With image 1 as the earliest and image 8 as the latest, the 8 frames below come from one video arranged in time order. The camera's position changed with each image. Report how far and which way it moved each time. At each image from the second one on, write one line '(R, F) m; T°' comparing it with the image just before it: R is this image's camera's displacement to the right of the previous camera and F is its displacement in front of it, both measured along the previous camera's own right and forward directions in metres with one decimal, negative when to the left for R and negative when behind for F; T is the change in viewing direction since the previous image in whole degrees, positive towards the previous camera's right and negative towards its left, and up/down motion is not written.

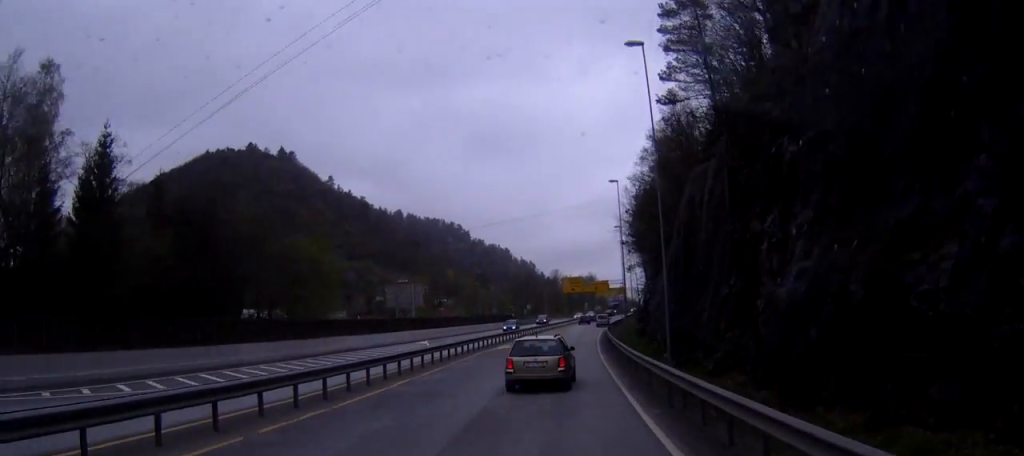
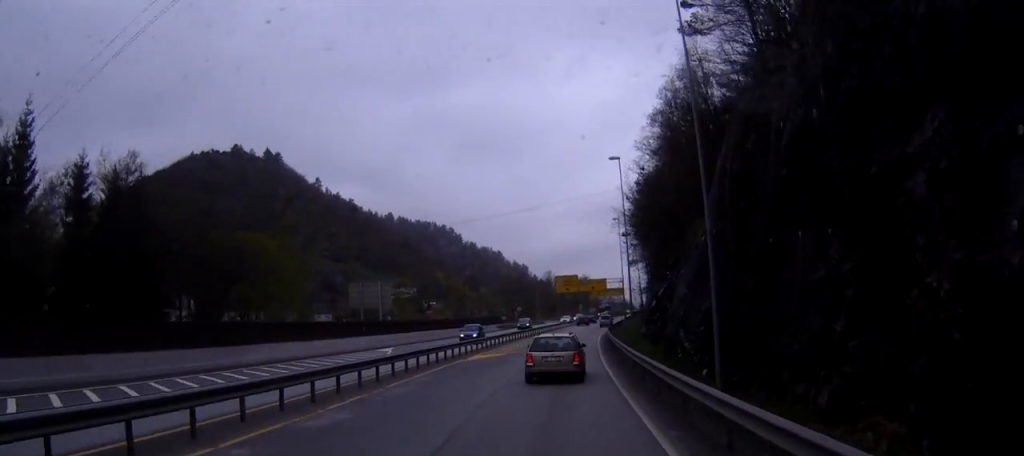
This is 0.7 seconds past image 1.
(0.0, +10.7) m; 0°
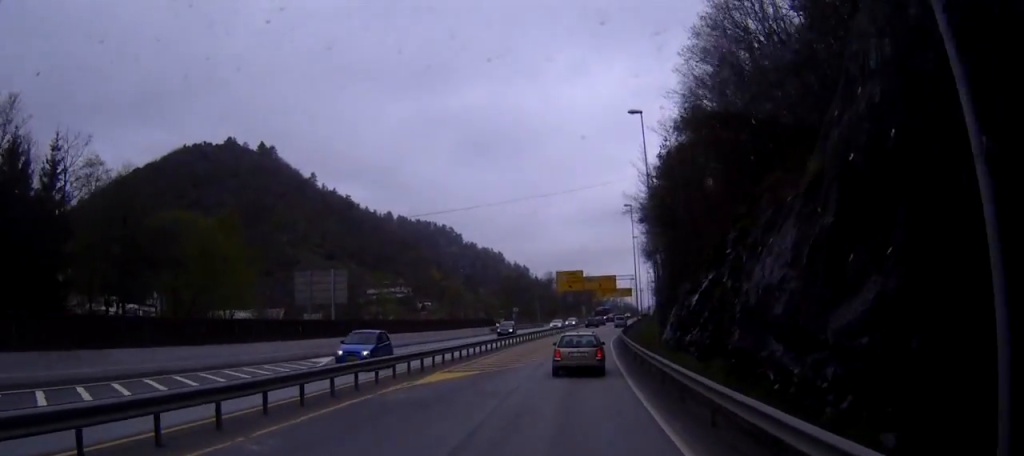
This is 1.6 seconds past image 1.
(+0.1, +13.6) m; 0°
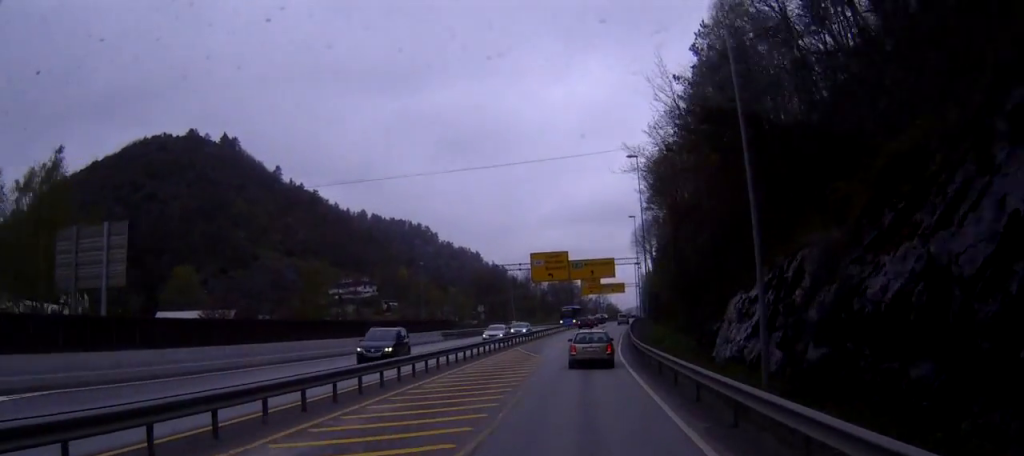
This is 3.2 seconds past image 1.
(+0.2, +24.7) m; +2°
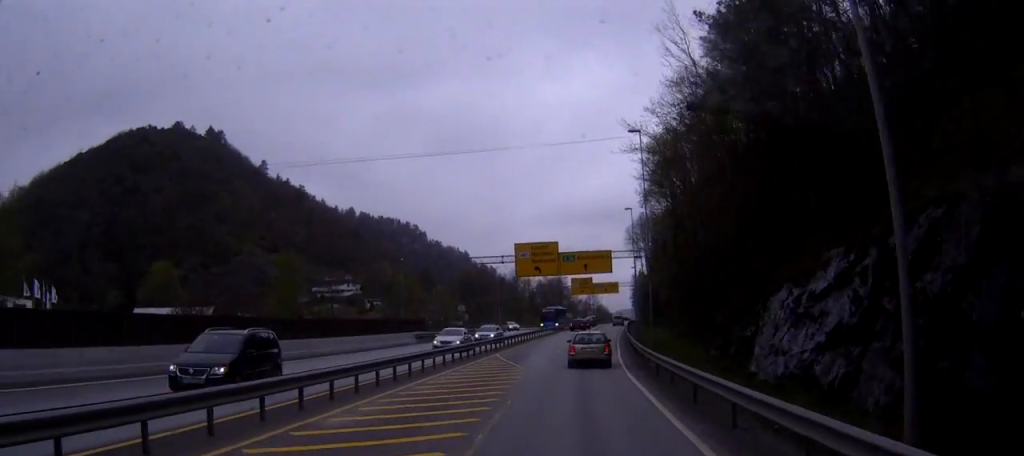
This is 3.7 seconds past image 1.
(0.0, +8.1) m; +1°
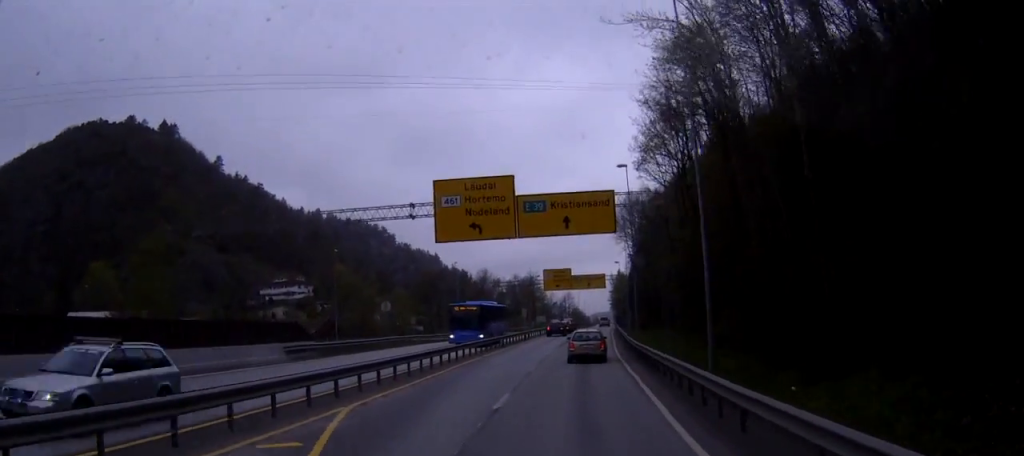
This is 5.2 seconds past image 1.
(+0.5, +25.1) m; +2°
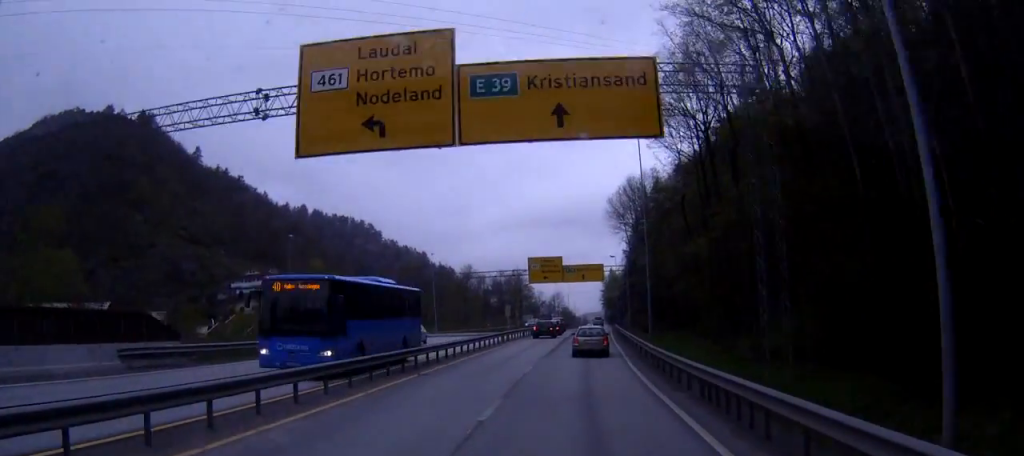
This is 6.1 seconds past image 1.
(+0.1, +14.6) m; 0°
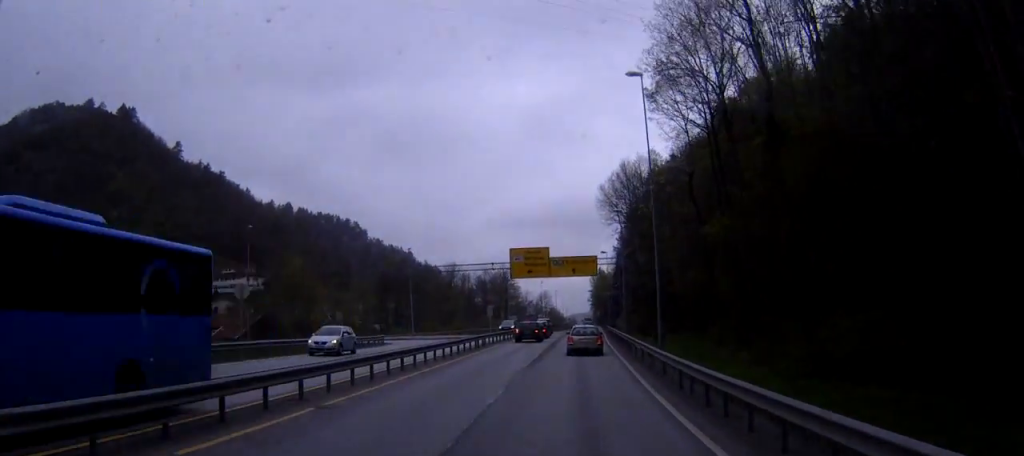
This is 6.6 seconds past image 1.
(+0.1, +9.0) m; 0°
